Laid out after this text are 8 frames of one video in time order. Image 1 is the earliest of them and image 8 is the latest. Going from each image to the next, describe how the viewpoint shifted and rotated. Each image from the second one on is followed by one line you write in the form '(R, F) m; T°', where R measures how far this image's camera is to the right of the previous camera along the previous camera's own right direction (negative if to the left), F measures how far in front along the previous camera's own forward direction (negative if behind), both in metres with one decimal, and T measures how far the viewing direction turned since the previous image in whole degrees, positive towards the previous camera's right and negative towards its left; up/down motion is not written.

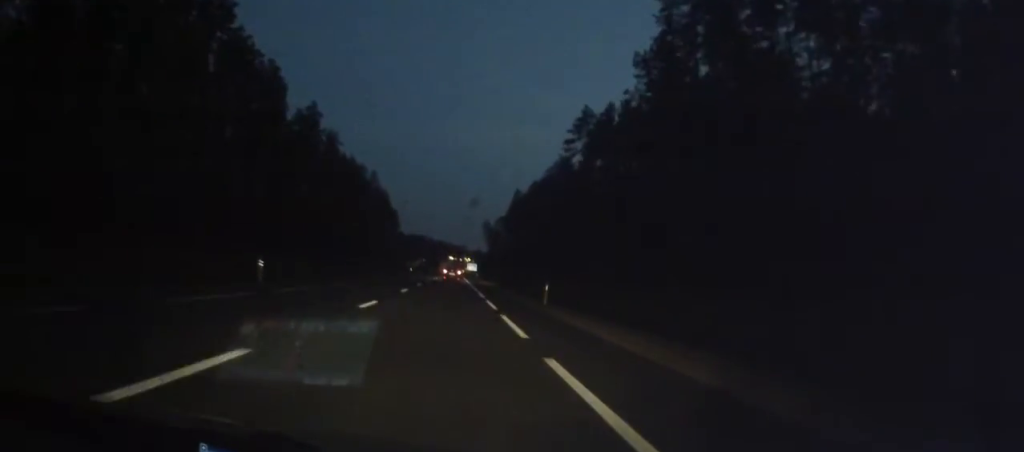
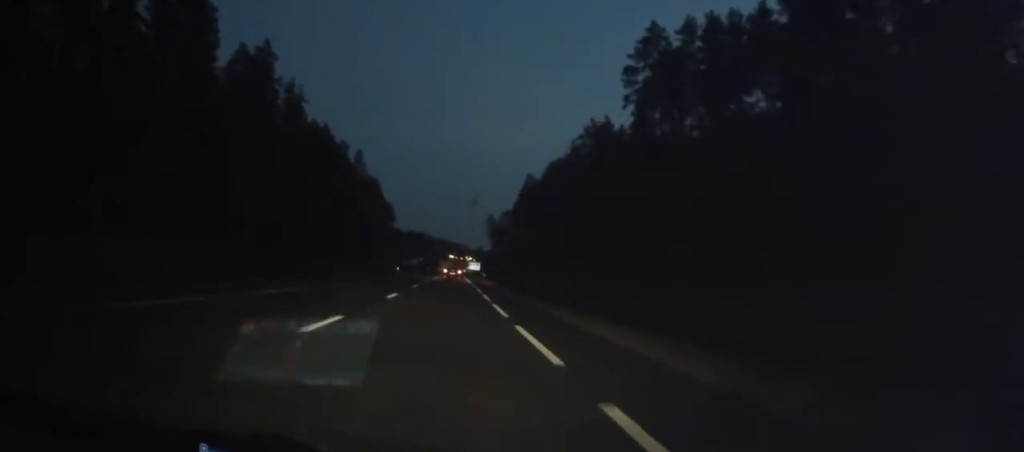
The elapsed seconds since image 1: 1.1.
(0.0, +30.8) m; +1°
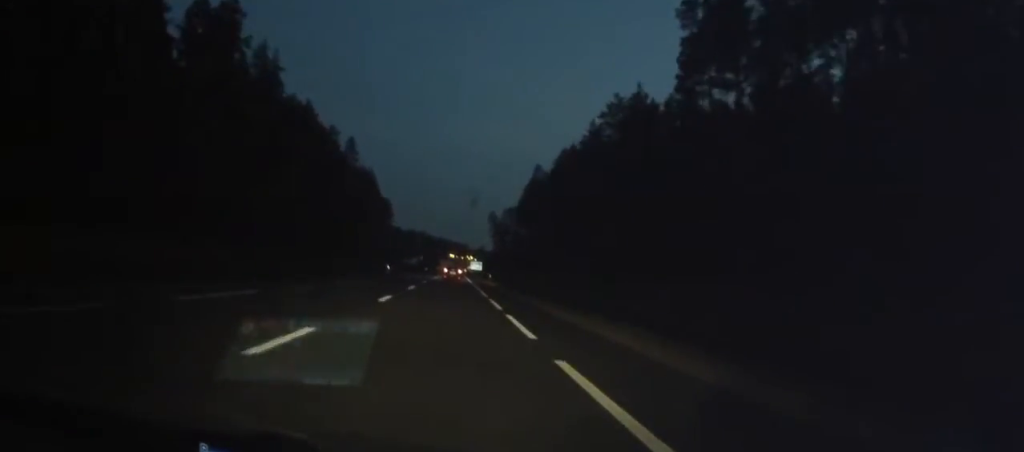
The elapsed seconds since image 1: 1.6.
(+0.2, +14.8) m; 0°
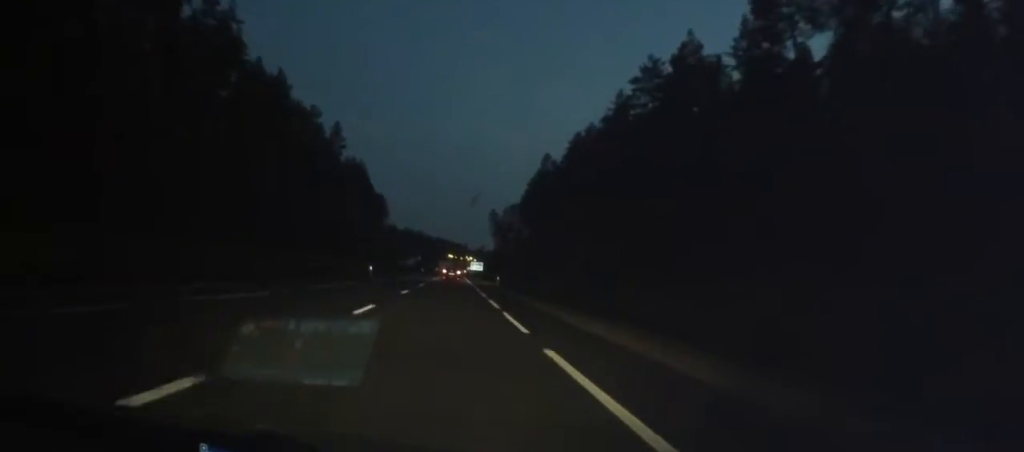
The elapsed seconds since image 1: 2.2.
(+0.1, +16.7) m; 0°
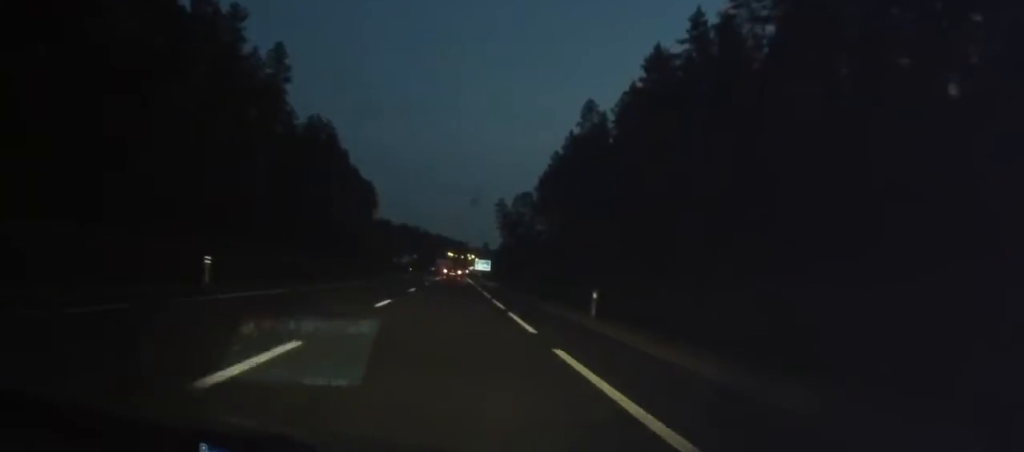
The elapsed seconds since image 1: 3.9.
(-0.4, +45.6) m; 0°
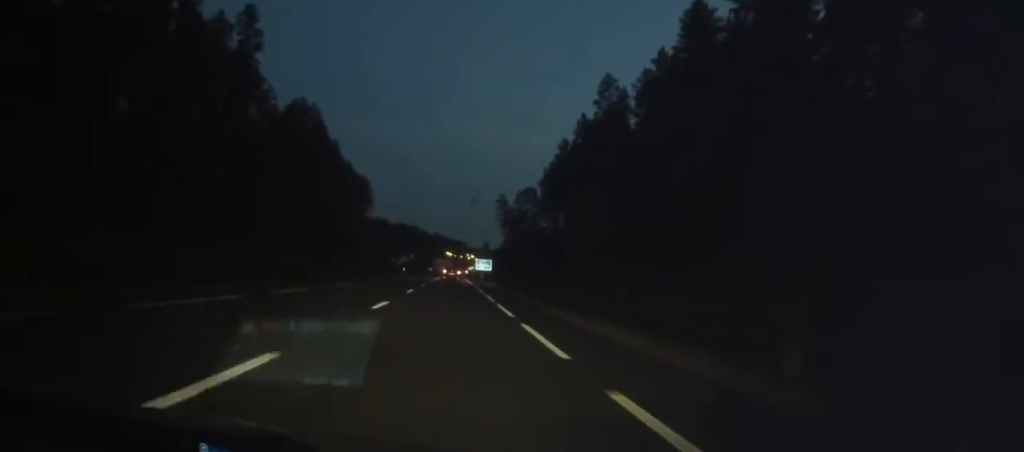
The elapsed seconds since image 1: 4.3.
(0.0, +13.2) m; 0°
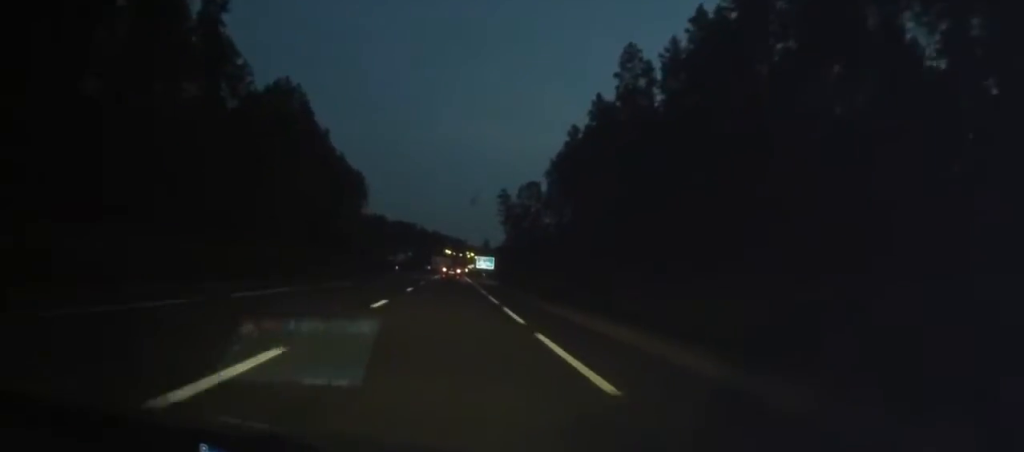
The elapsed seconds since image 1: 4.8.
(+0.1, +12.4) m; 0°
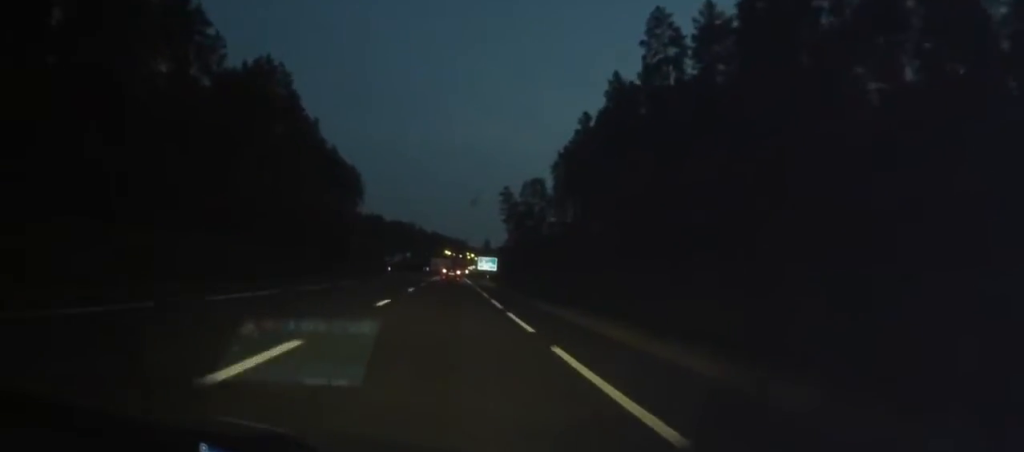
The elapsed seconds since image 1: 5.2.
(0.0, +11.4) m; 0°
